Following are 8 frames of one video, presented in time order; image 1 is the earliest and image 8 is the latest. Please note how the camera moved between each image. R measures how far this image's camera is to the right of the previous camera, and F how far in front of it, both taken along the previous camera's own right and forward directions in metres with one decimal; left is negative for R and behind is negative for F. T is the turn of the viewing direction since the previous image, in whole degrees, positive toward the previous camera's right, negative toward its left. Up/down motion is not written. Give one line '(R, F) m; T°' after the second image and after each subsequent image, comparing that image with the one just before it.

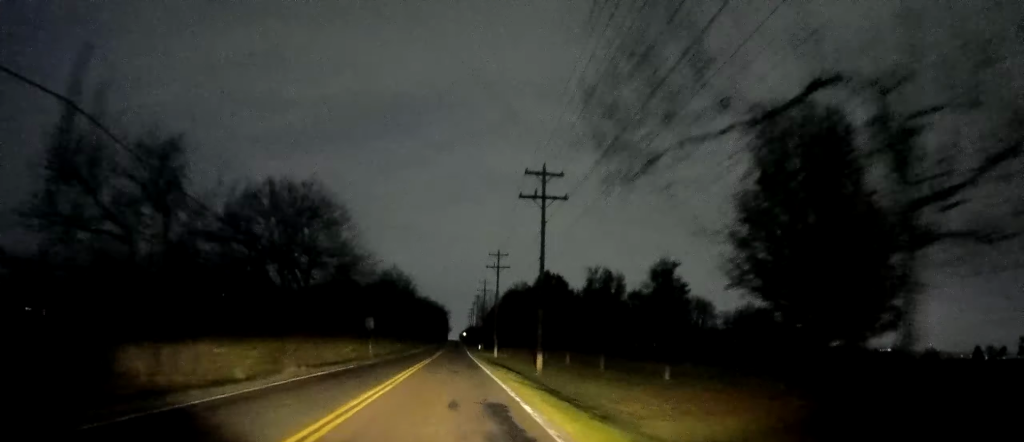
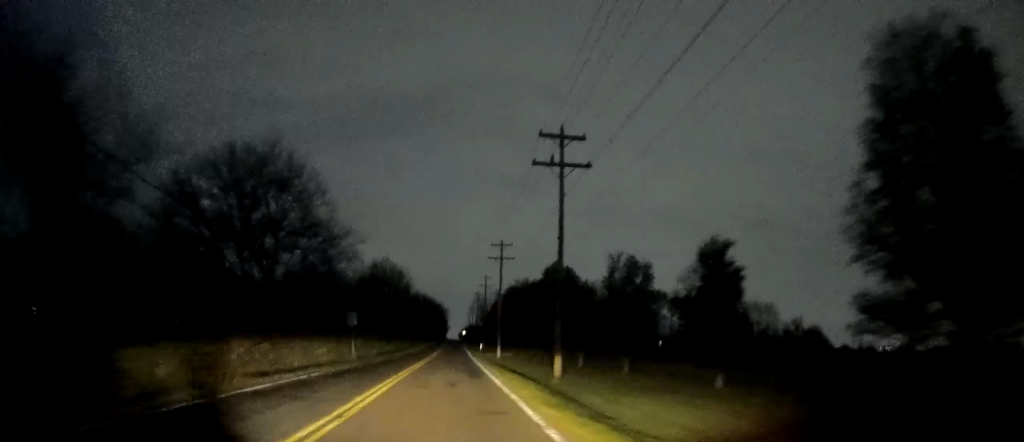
(0.0, +6.4) m; 0°
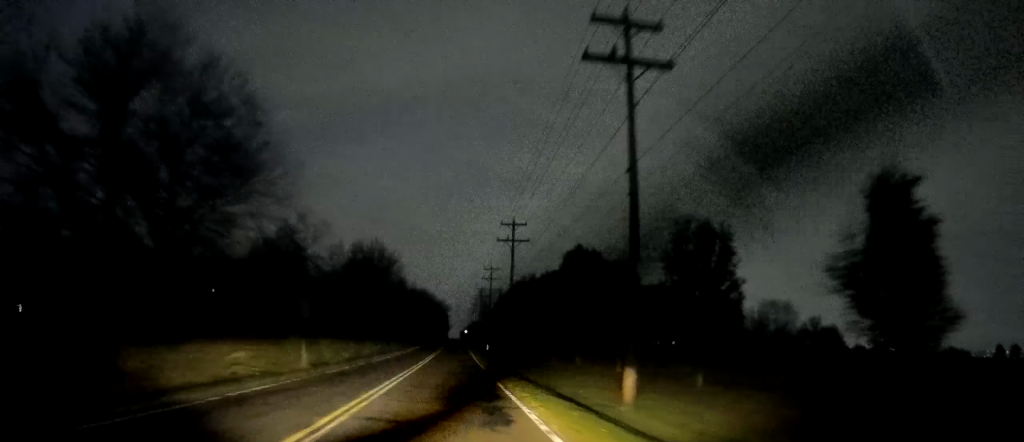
(0.0, +11.3) m; 0°
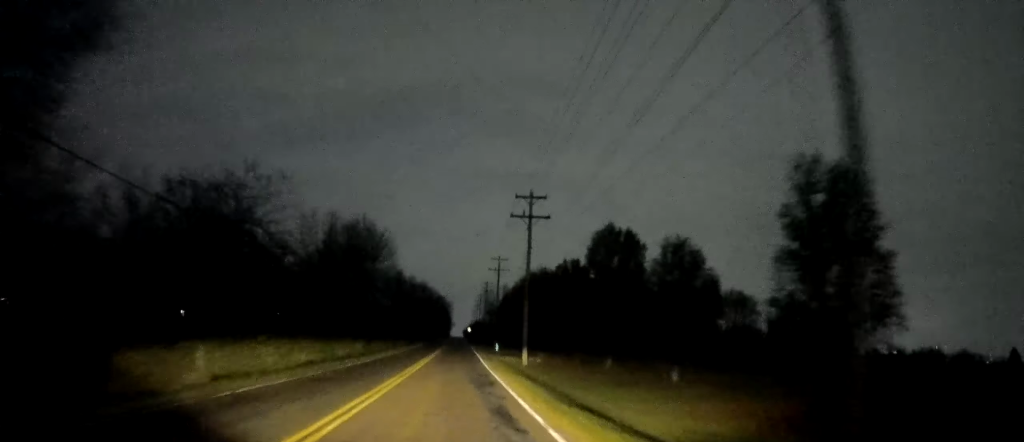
(0.0, +9.7) m; 0°
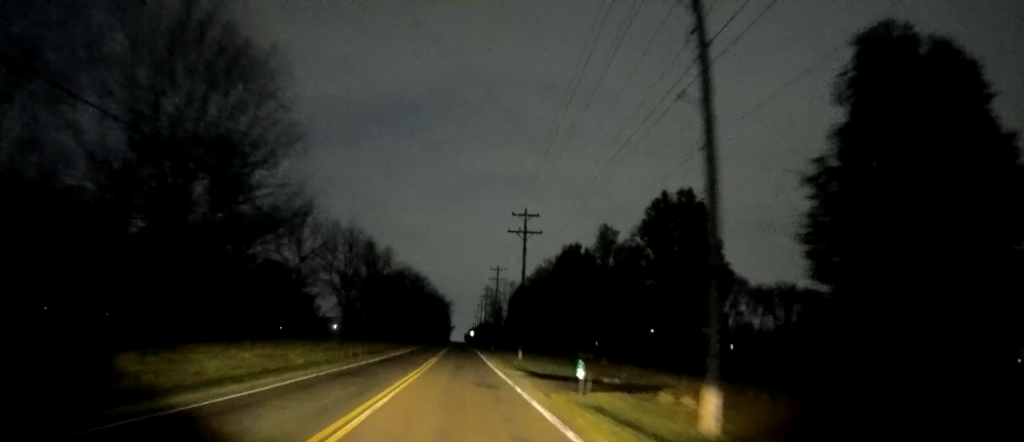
(+0.4, +31.4) m; +1°
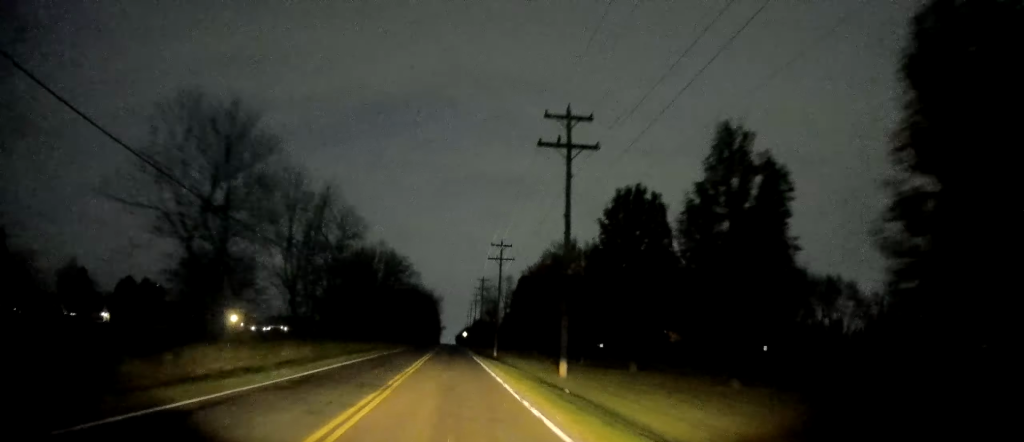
(-0.4, +23.6) m; -1°
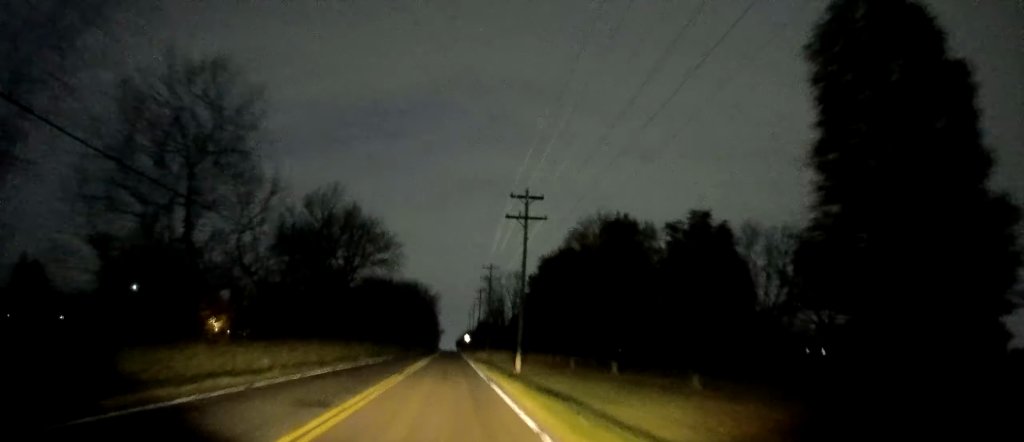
(+1.0, +24.8) m; +3°
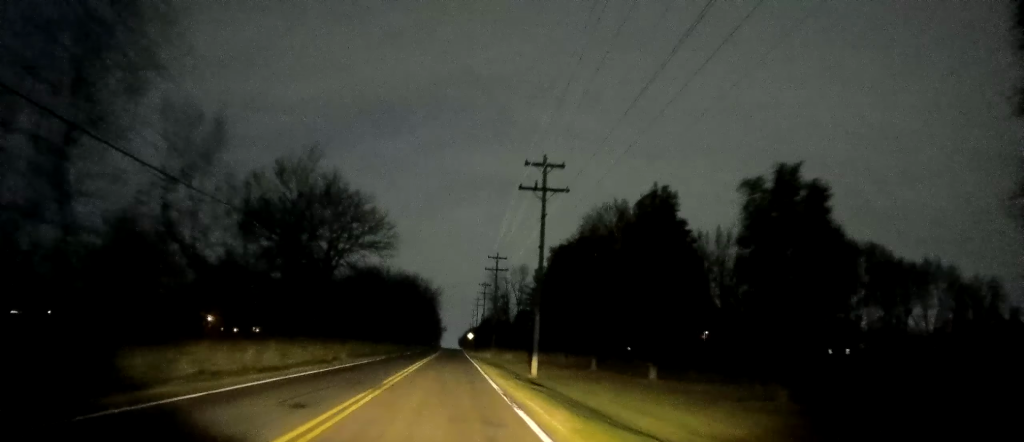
(+0.3, +7.5) m; 0°
